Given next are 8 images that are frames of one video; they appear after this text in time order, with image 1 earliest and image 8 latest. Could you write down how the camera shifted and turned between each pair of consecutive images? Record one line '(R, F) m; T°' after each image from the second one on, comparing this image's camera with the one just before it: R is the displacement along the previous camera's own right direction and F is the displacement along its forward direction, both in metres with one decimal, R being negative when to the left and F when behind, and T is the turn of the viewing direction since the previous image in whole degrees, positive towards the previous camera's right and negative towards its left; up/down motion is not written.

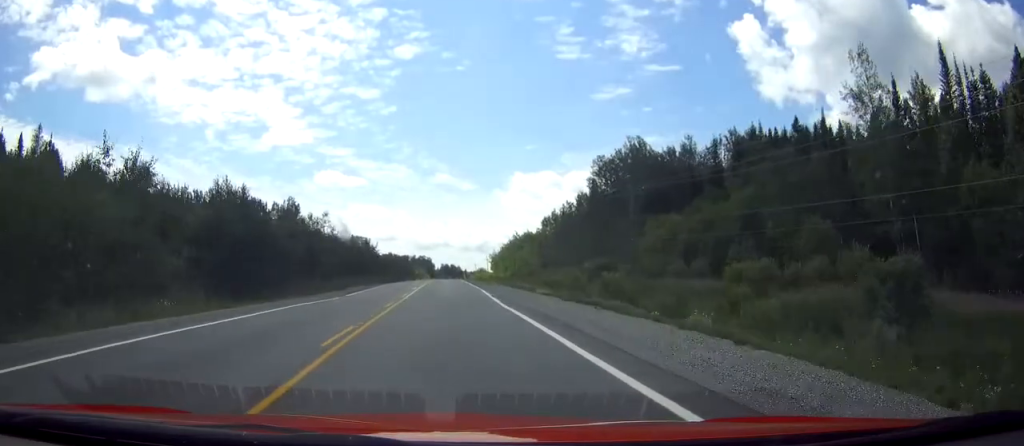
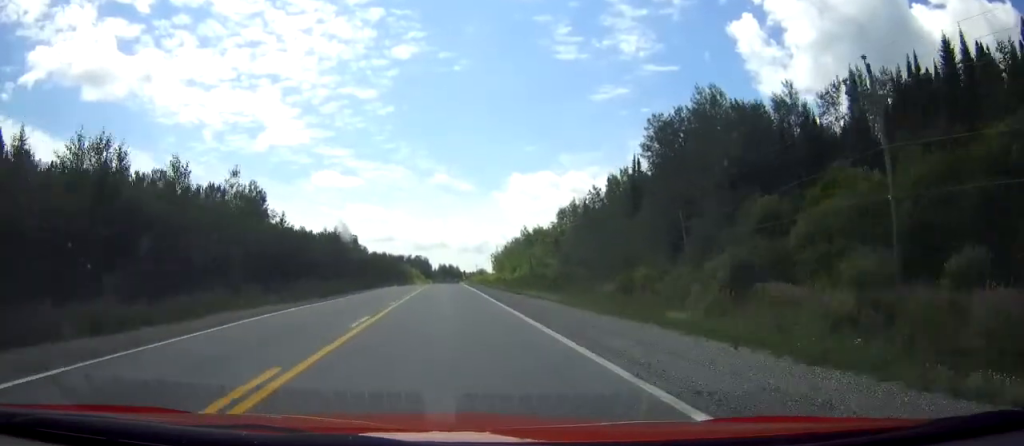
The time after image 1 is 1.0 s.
(0.0, +31.5) m; 0°
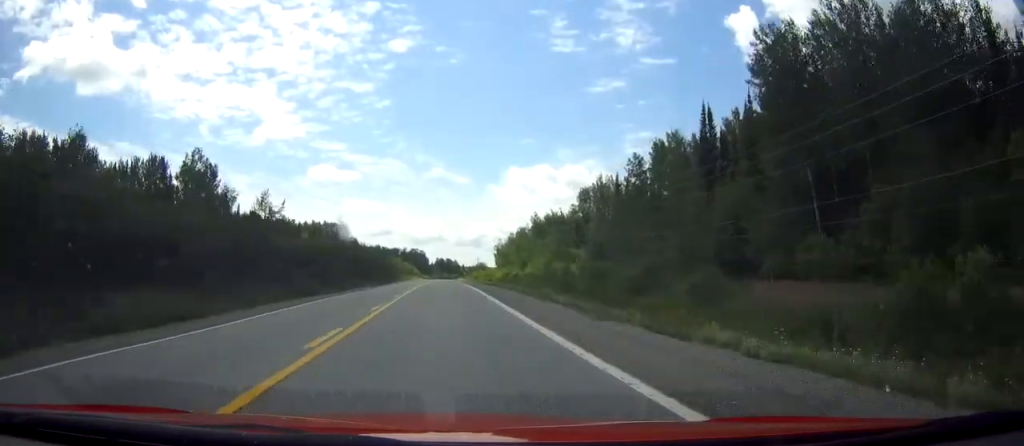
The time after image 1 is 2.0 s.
(0.0, +30.6) m; 0°
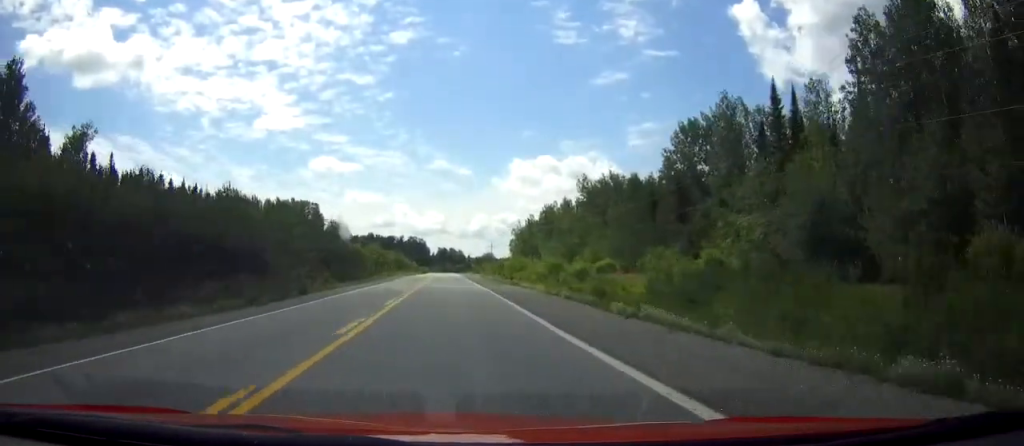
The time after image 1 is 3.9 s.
(-0.1, +60.5) m; 0°
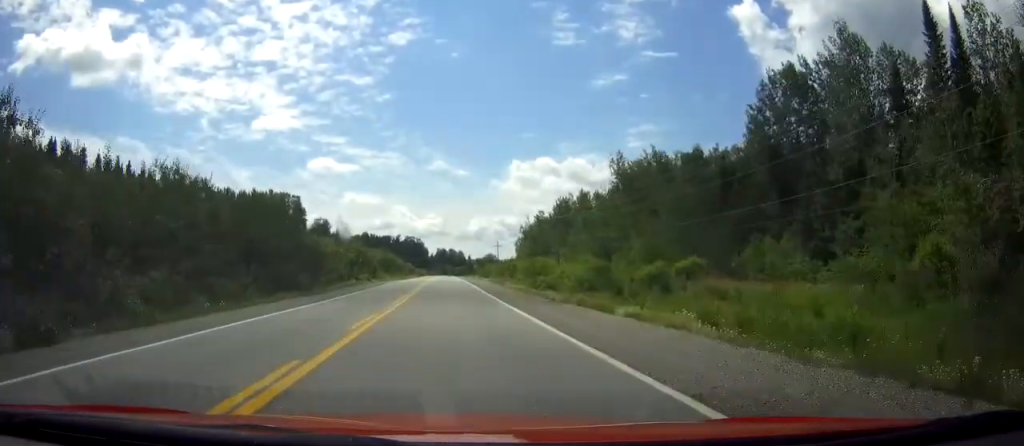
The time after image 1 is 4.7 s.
(0.0, +25.6) m; 0°
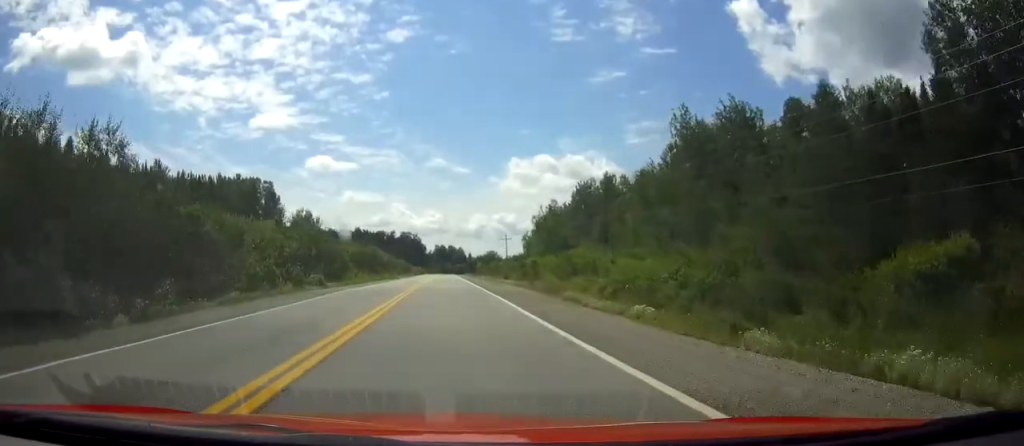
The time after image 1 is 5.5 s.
(+0.1, +27.8) m; 0°
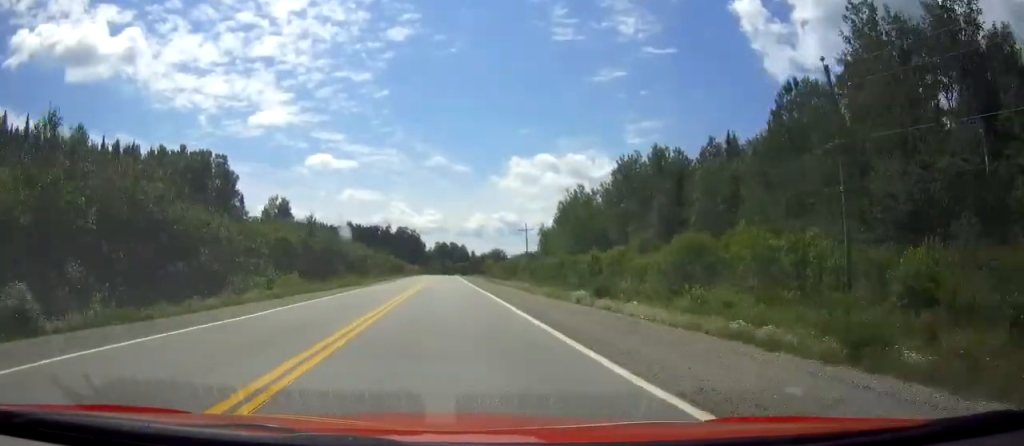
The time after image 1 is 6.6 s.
(-0.1, +34.3) m; 0°
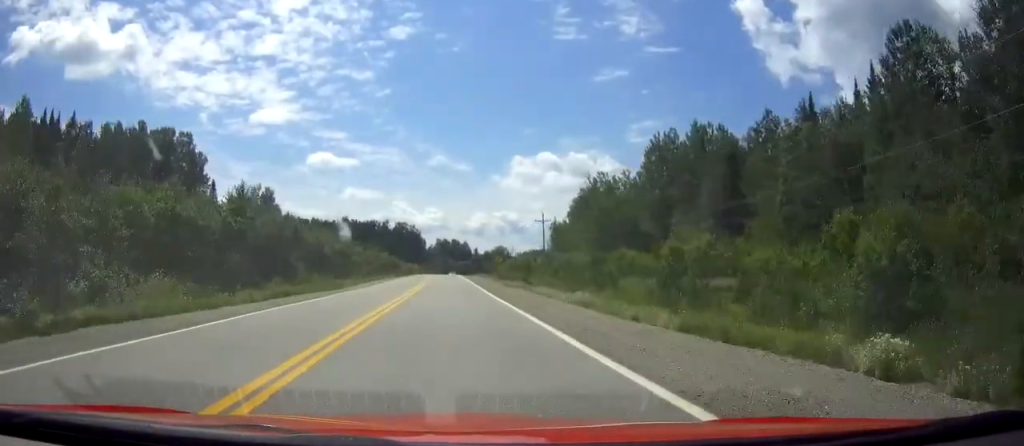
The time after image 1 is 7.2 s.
(+0.1, +18.2) m; 0°
